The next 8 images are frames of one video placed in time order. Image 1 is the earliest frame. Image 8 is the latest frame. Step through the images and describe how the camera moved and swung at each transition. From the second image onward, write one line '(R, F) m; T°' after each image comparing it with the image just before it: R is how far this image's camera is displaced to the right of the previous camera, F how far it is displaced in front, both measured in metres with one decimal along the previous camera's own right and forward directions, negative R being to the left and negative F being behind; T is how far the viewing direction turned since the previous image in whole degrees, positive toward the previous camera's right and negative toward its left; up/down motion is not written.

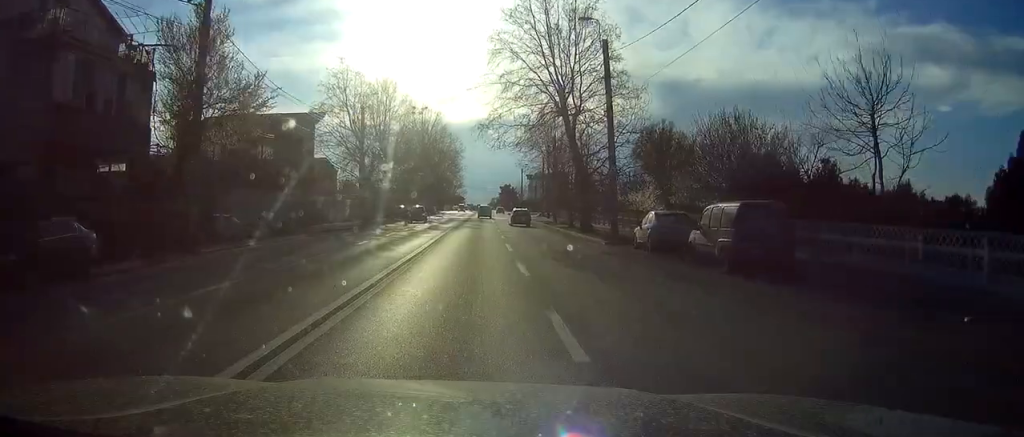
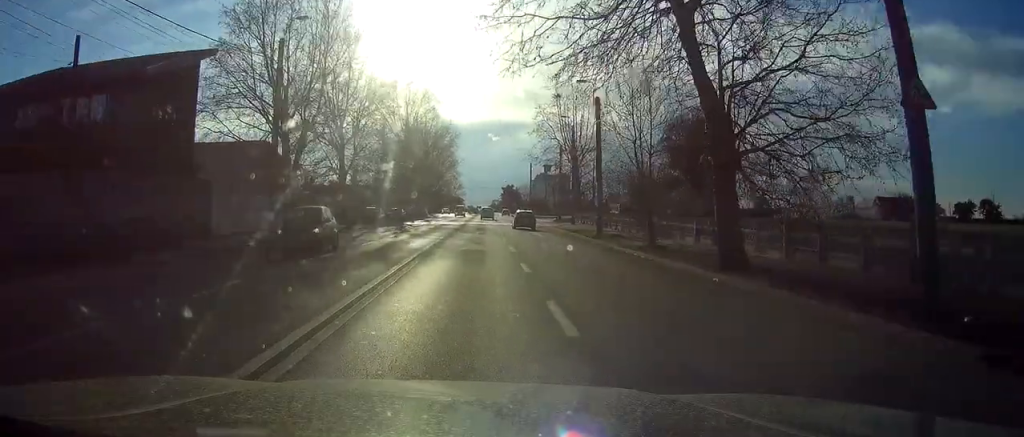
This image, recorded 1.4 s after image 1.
(+0.1, +24.4) m; 0°
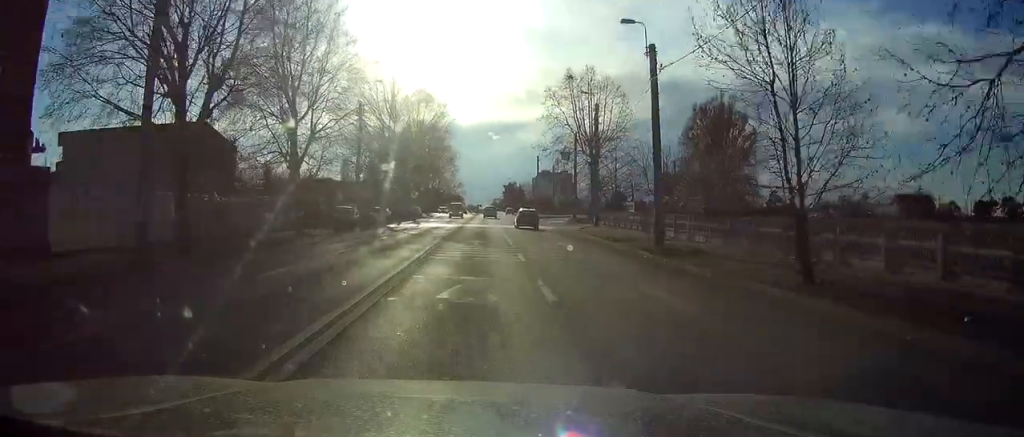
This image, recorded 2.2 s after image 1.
(-0.1, +13.6) m; 0°
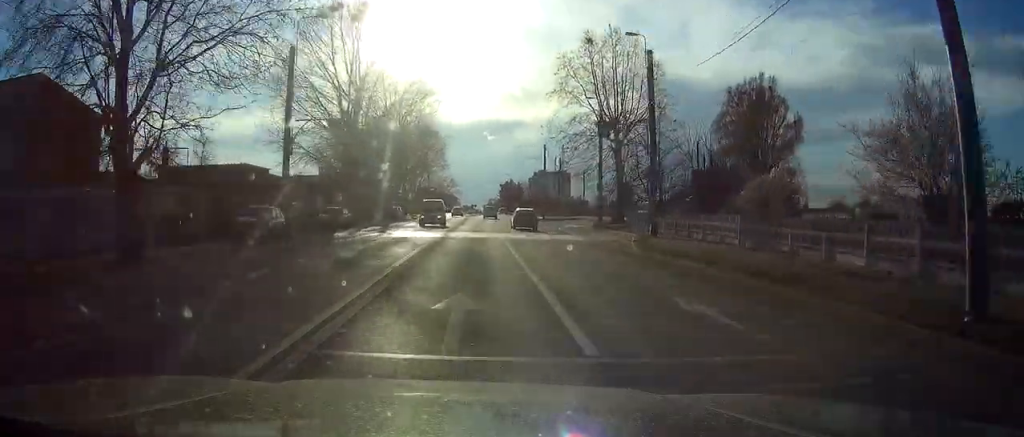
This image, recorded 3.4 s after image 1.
(0.0, +19.2) m; 0°
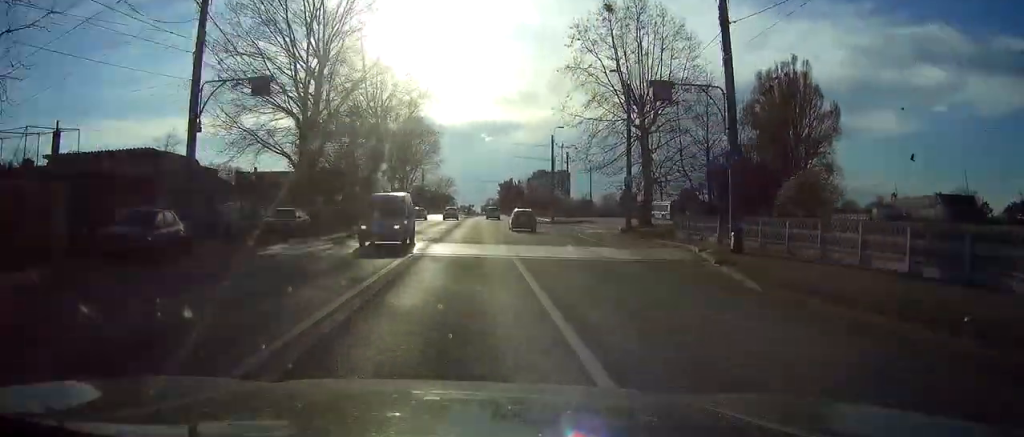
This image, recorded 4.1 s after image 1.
(0.0, +11.8) m; 0°
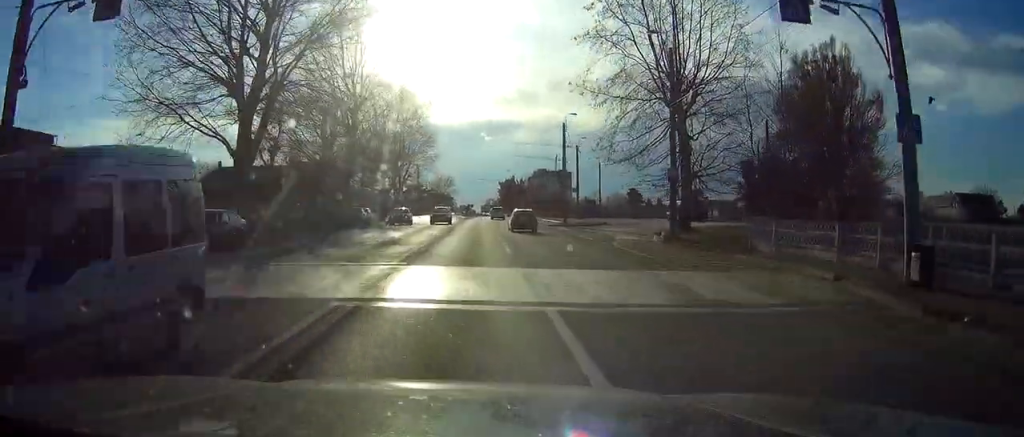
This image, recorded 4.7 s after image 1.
(0.0, +10.7) m; 0°
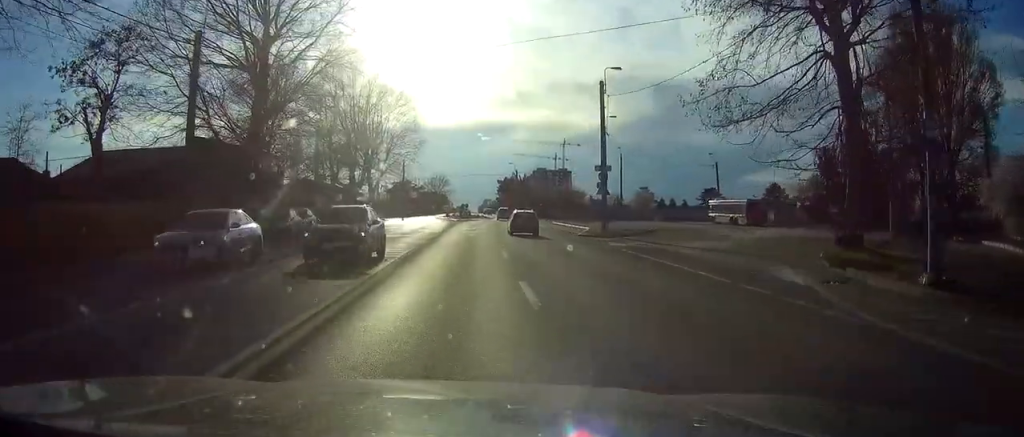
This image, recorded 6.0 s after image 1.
(+0.1, +21.9) m; 0°
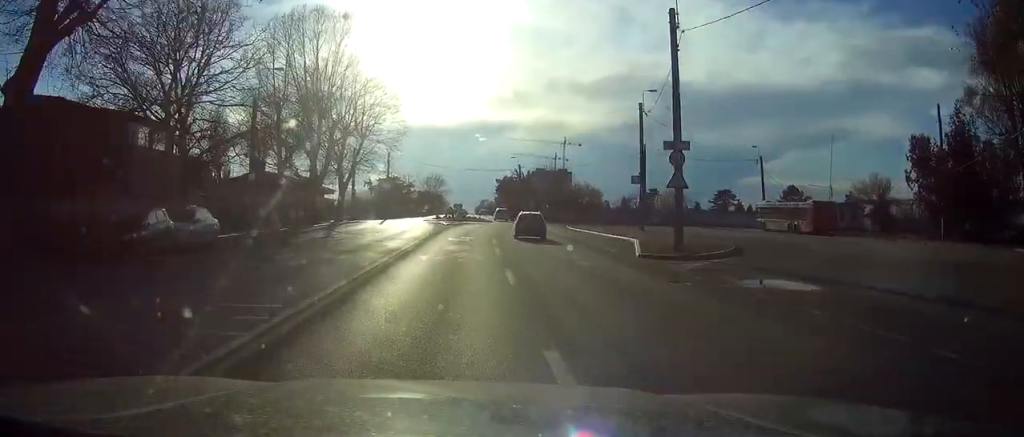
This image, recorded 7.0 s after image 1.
(-0.1, +16.7) m; 0°
